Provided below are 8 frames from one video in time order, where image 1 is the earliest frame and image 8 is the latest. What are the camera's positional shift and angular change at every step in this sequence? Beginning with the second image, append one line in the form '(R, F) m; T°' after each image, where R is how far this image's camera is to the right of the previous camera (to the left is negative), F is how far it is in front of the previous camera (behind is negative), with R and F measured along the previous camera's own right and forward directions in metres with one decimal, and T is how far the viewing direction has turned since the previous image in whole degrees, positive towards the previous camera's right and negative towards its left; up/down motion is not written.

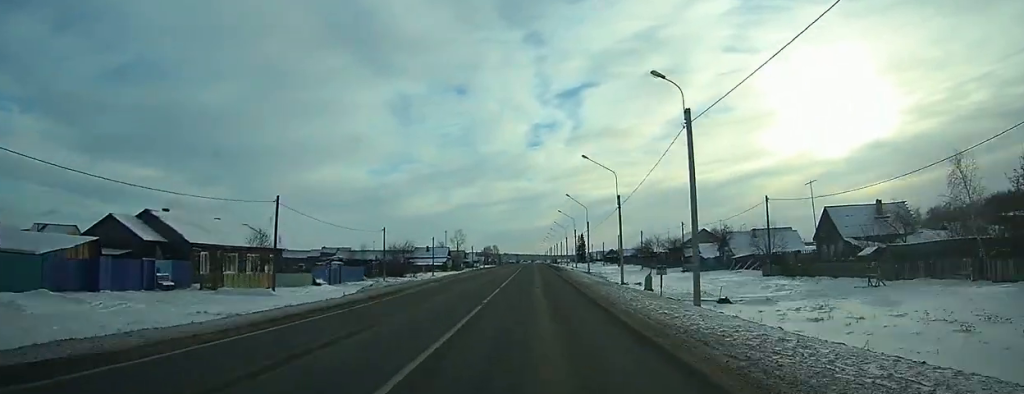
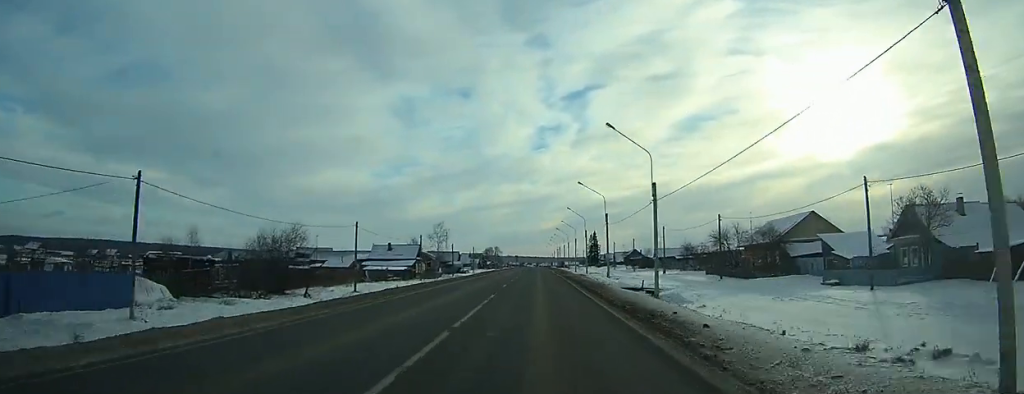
(-0.1, +48.5) m; 0°
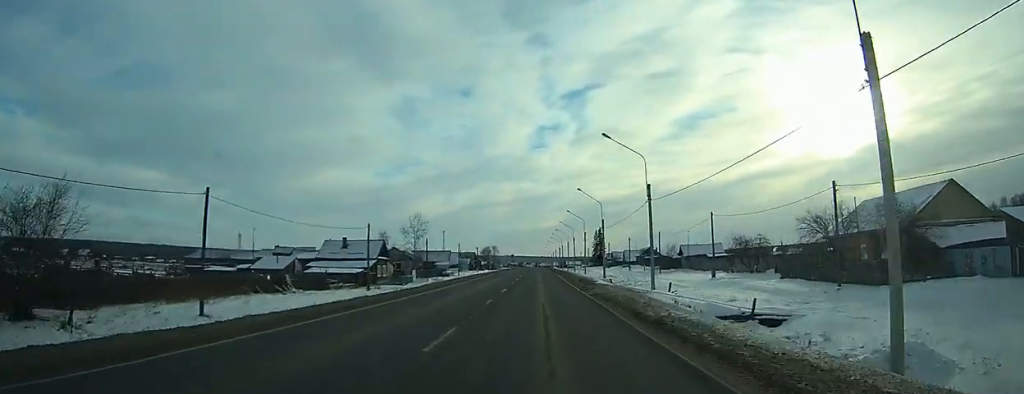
(-0.1, +26.7) m; 0°
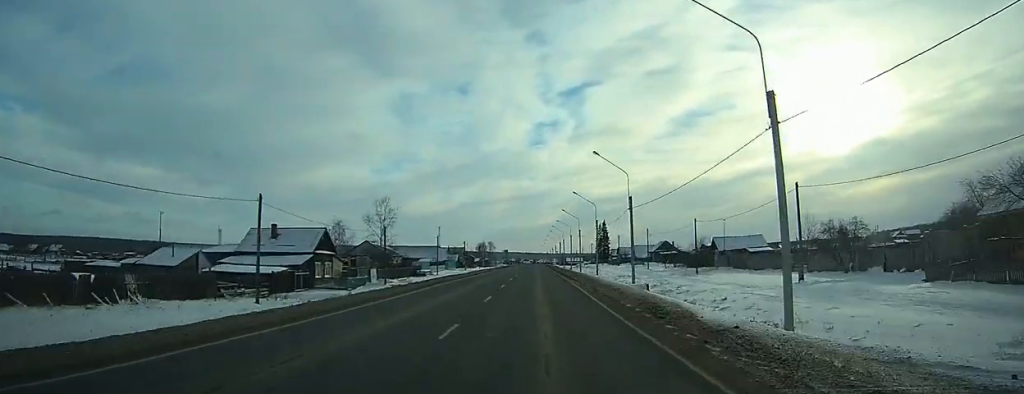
(0.0, +23.0) m; 0°
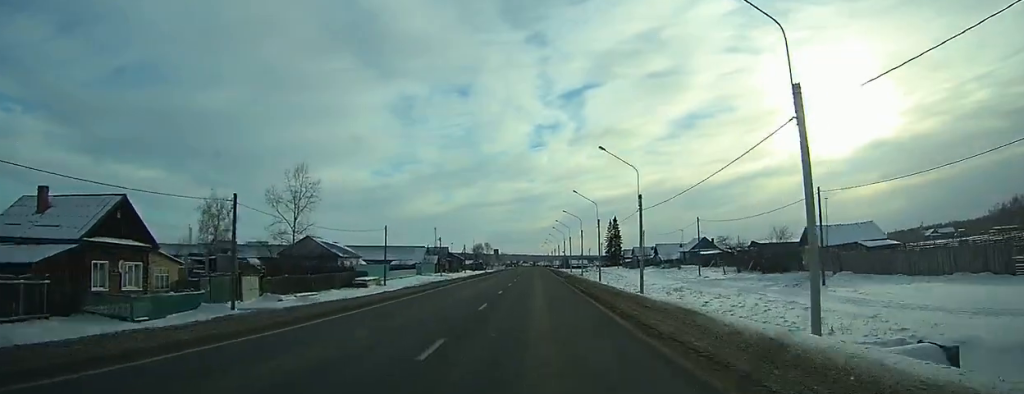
(0.0, +34.6) m; 0°
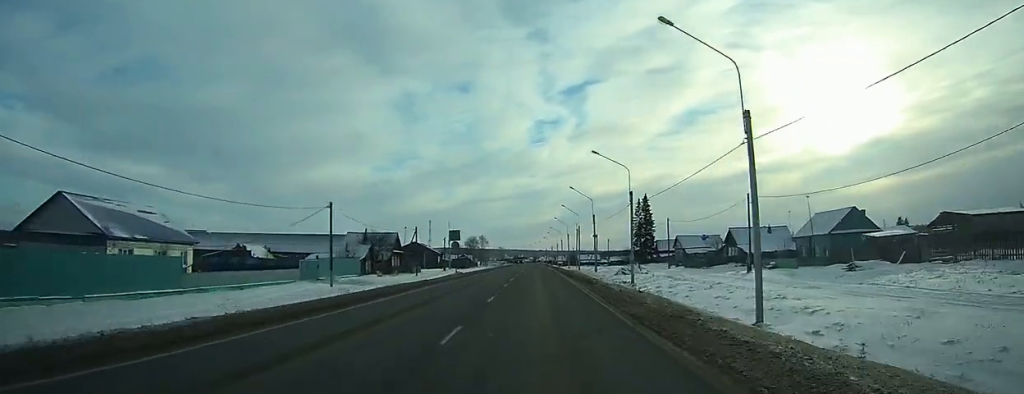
(+0.1, +55.8) m; 0°
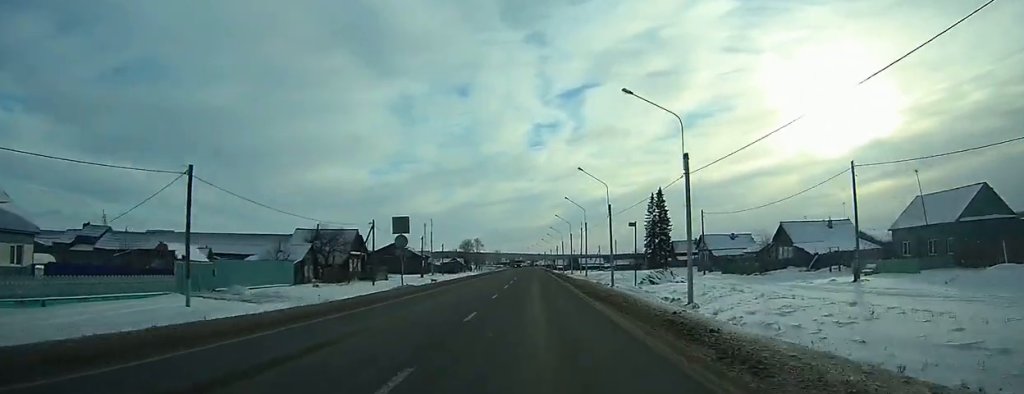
(0.0, +19.9) m; 0°
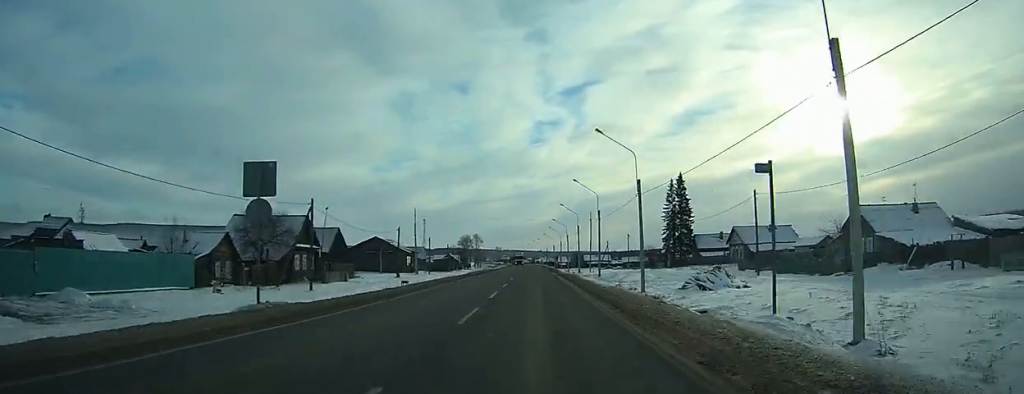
(0.0, +16.4) m; 0°
